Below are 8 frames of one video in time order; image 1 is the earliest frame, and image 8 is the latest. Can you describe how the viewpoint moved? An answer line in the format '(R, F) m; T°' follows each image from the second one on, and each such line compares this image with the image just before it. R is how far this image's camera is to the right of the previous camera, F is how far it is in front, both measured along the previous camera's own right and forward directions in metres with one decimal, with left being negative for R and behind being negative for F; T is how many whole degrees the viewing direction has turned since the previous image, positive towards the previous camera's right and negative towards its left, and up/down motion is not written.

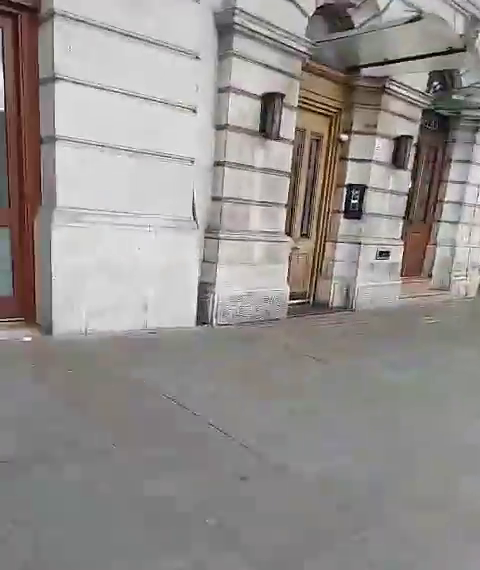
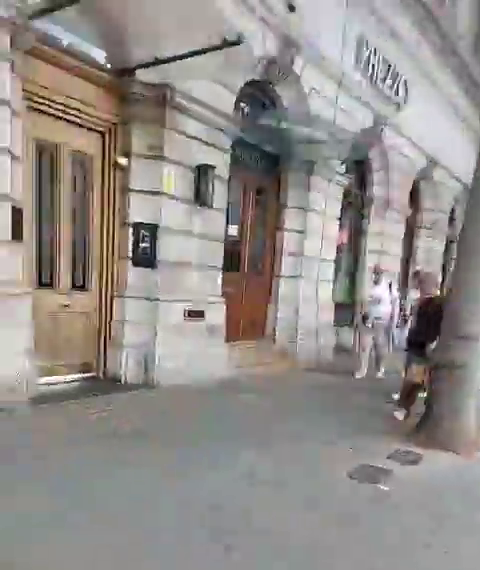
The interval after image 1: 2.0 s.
(-0.3, +2.4) m; -10°
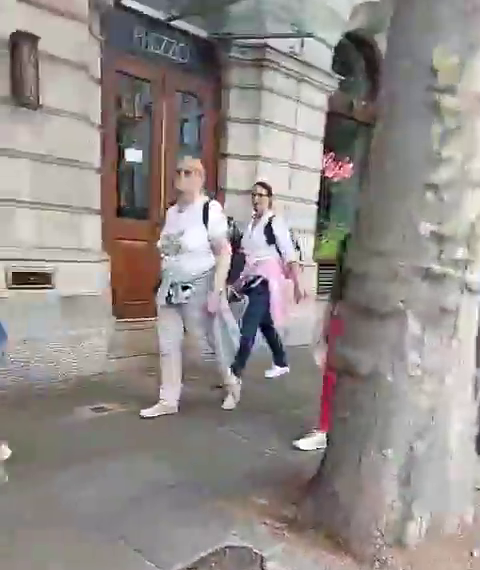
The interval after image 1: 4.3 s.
(-0.1, +2.5) m; -2°
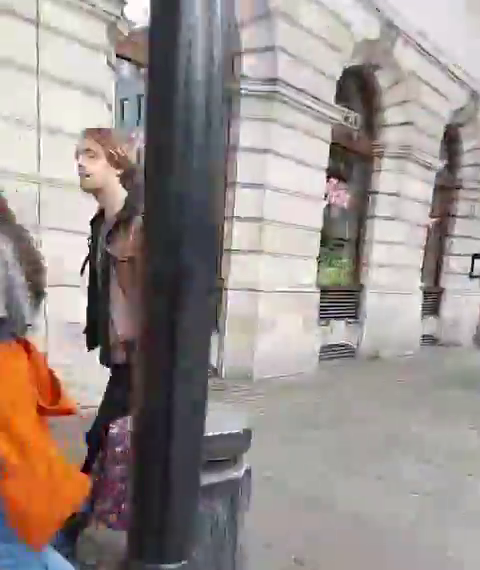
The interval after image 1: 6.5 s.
(+0.1, +2.5) m; +26°
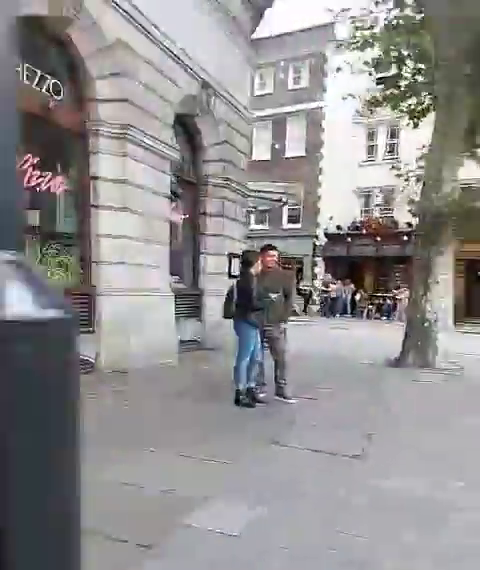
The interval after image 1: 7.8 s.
(+0.2, +1.2) m; +29°
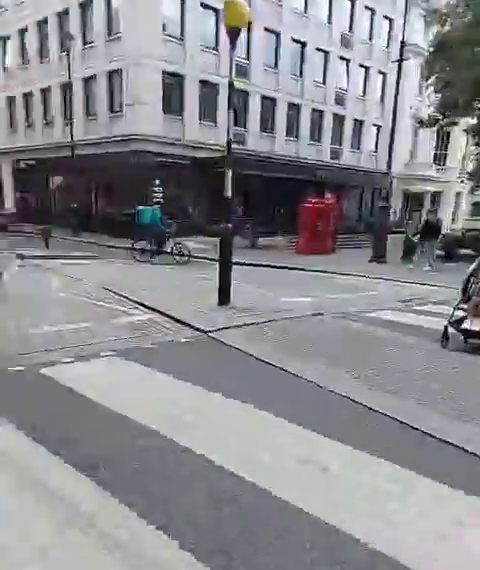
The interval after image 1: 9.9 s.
(+1.1, +2.4) m; +24°
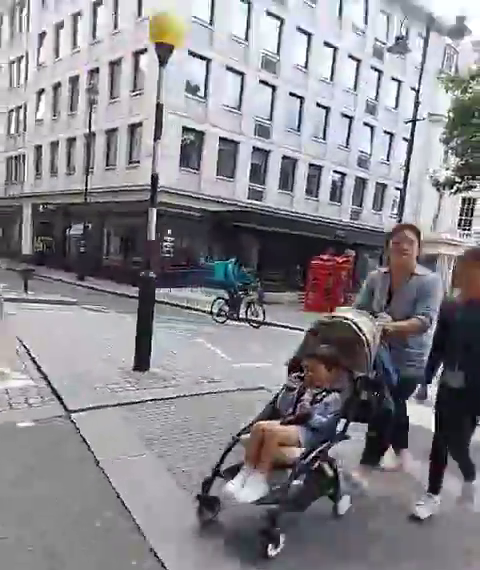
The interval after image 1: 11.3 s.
(0.0, +1.8) m; 0°
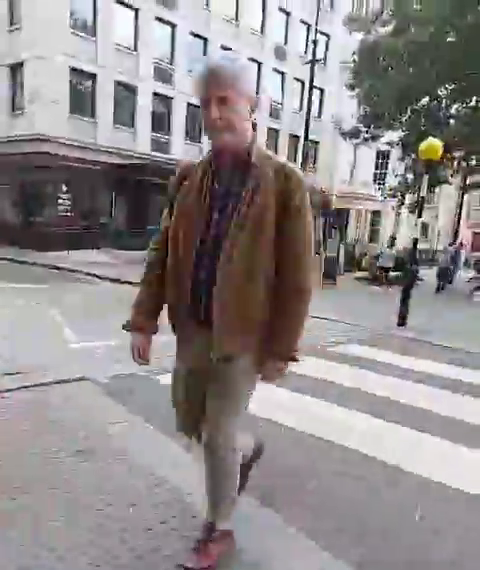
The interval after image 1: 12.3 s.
(0.0, +1.5) m; 0°
